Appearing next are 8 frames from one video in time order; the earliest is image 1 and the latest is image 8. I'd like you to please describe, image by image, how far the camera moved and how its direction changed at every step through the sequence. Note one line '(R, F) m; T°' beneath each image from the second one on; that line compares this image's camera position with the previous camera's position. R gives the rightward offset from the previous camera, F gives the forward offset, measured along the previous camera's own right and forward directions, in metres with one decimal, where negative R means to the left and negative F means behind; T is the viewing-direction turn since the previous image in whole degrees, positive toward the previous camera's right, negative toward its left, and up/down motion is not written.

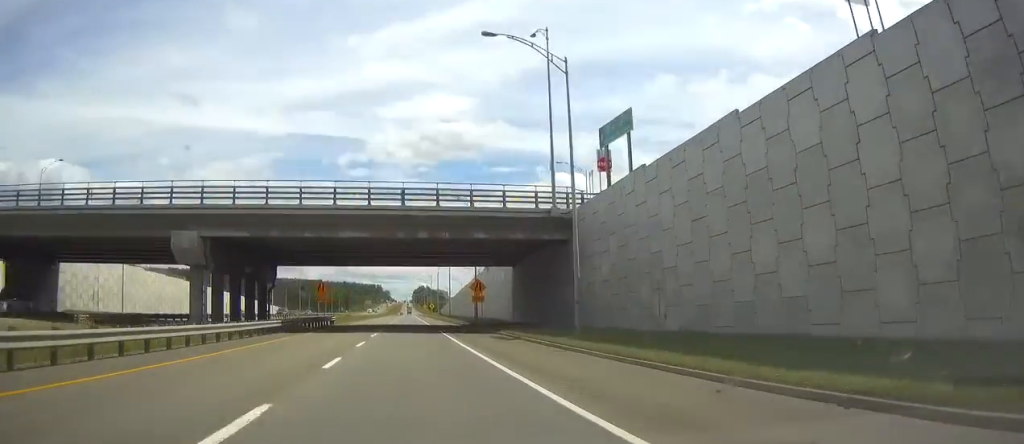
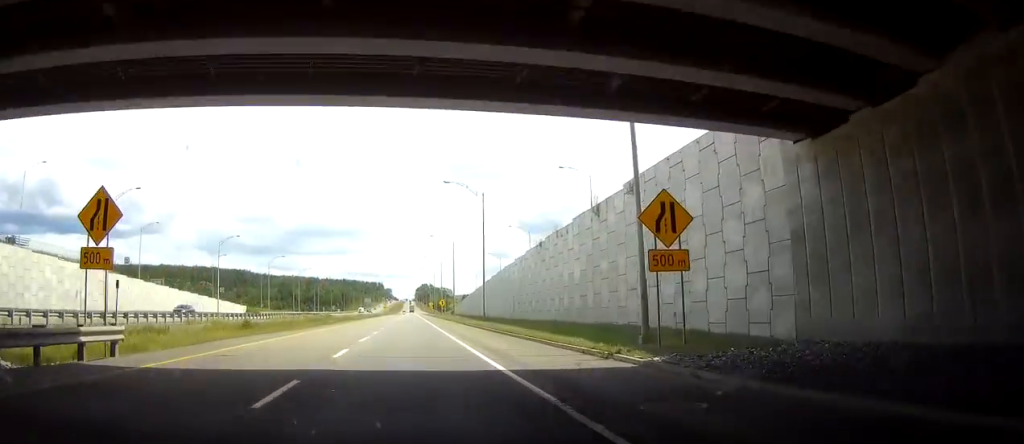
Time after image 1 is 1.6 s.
(+0.1, +50.3) m; 0°
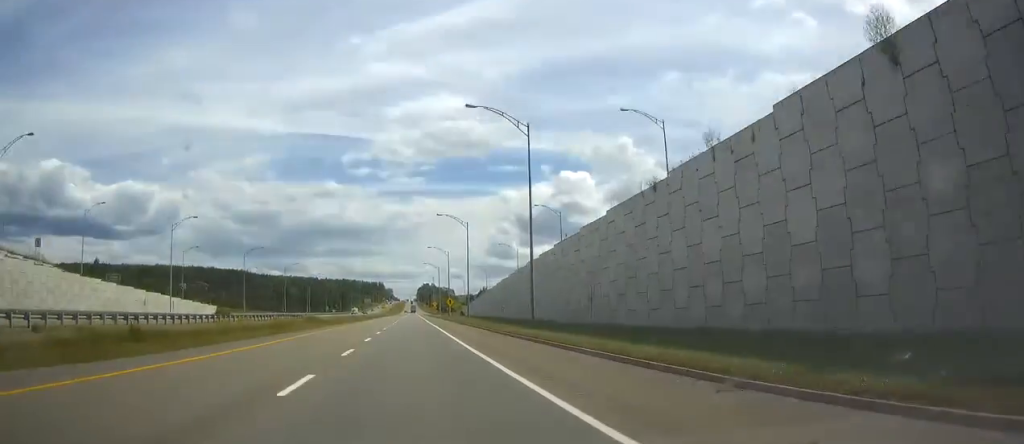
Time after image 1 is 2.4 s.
(0.0, +25.1) m; 0°
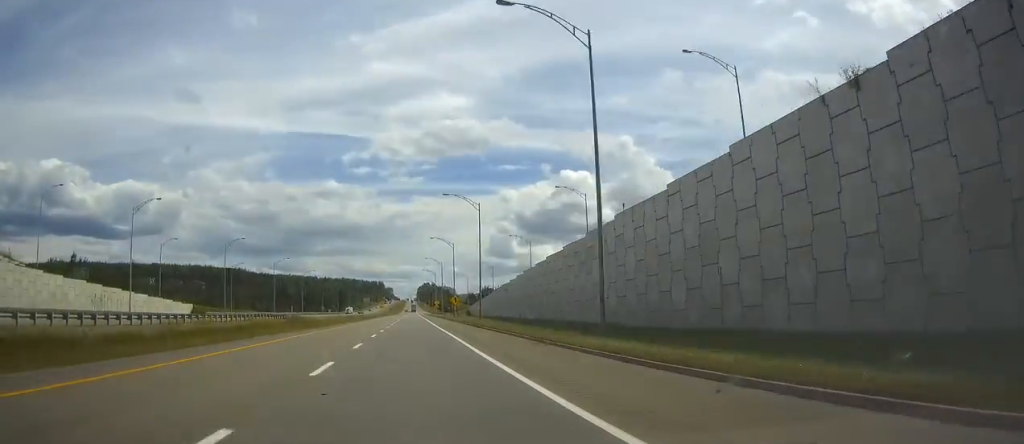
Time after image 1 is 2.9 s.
(-0.1, +14.7) m; 0°
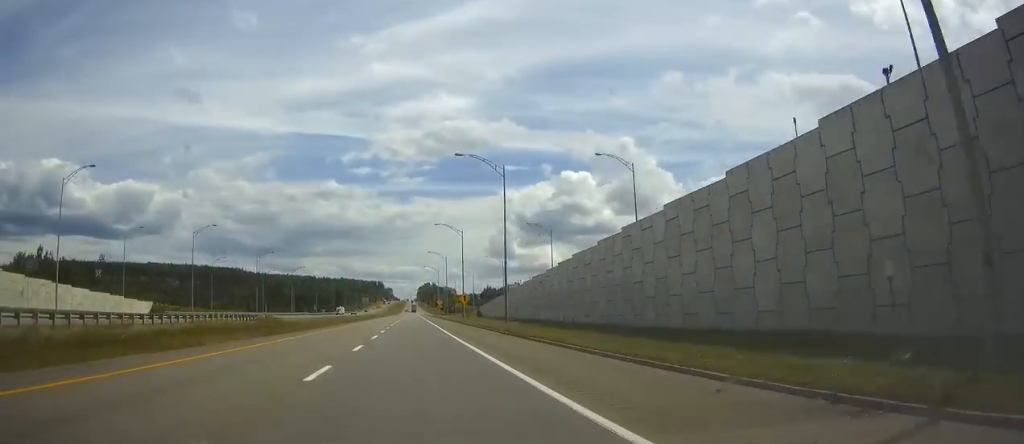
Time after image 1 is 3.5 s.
(0.0, +18.8) m; 0°
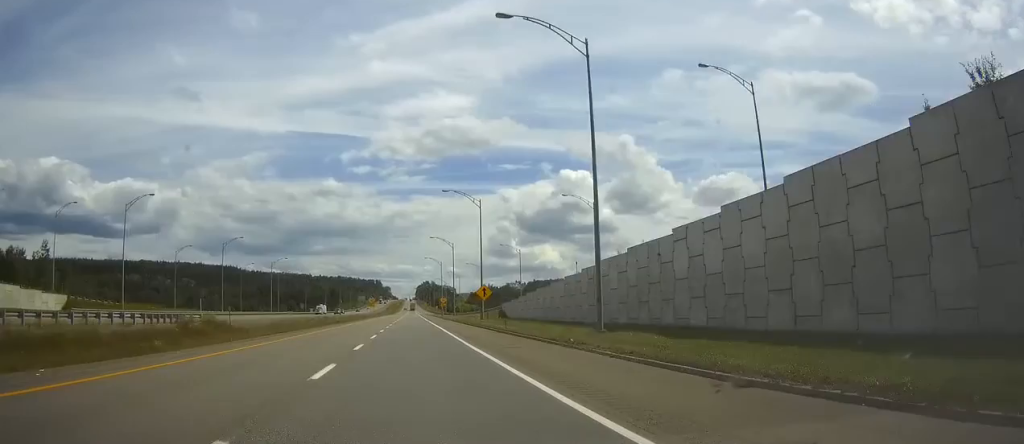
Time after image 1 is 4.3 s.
(0.0, +26.1) m; 0°
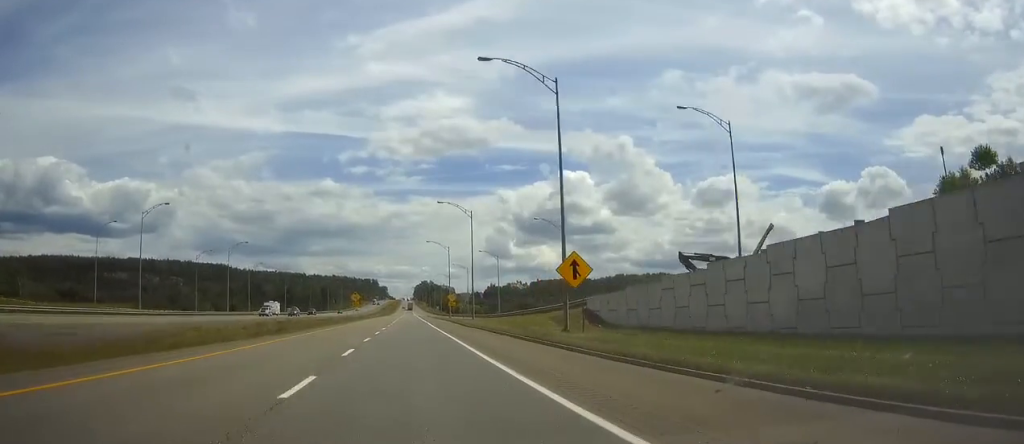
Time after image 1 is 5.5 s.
(-0.1, +37.7) m; 0°
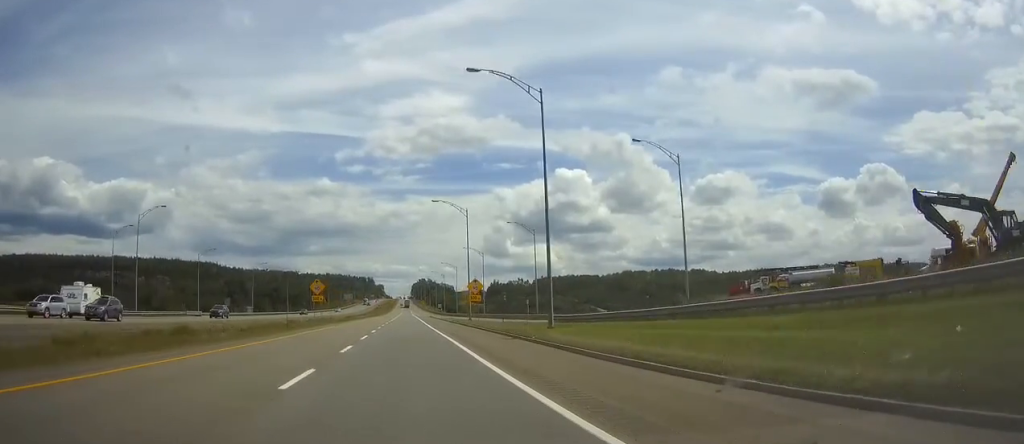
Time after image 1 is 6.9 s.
(+0.1, +43.0) m; 0°
